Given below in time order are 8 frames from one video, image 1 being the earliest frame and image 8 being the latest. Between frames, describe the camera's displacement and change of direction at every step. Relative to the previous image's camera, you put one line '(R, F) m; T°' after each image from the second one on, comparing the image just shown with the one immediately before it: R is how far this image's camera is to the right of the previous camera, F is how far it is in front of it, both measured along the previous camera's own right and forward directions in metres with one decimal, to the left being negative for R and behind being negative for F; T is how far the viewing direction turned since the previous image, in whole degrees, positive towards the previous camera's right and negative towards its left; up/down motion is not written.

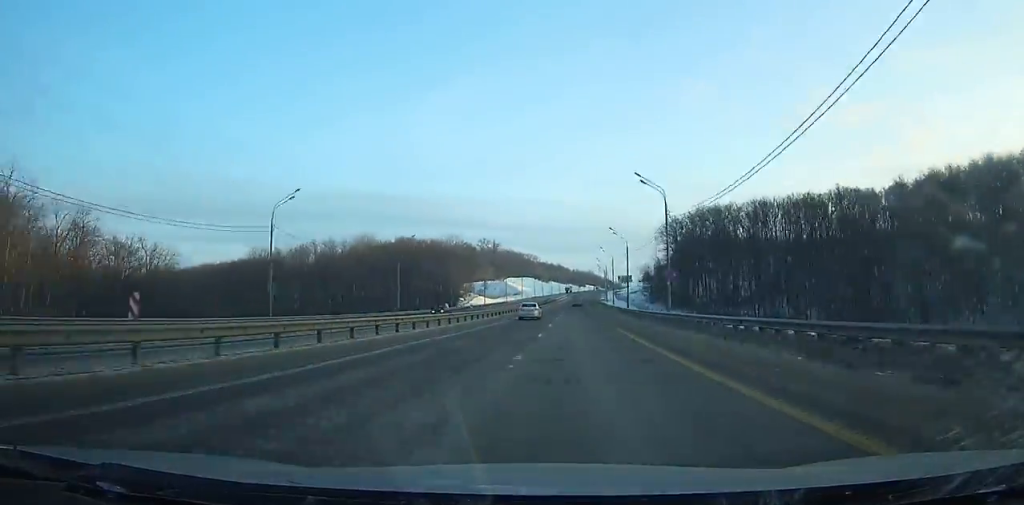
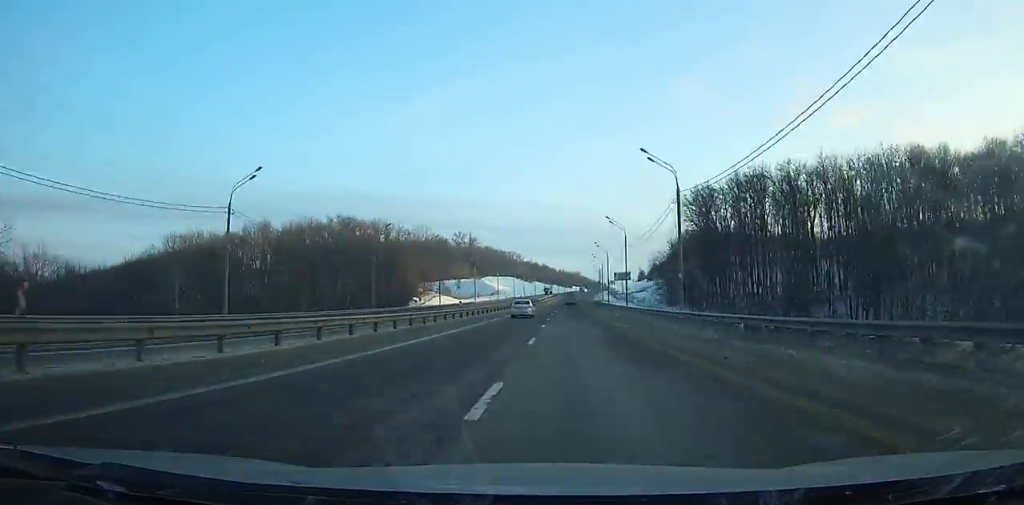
(+0.2, +40.8) m; +1°
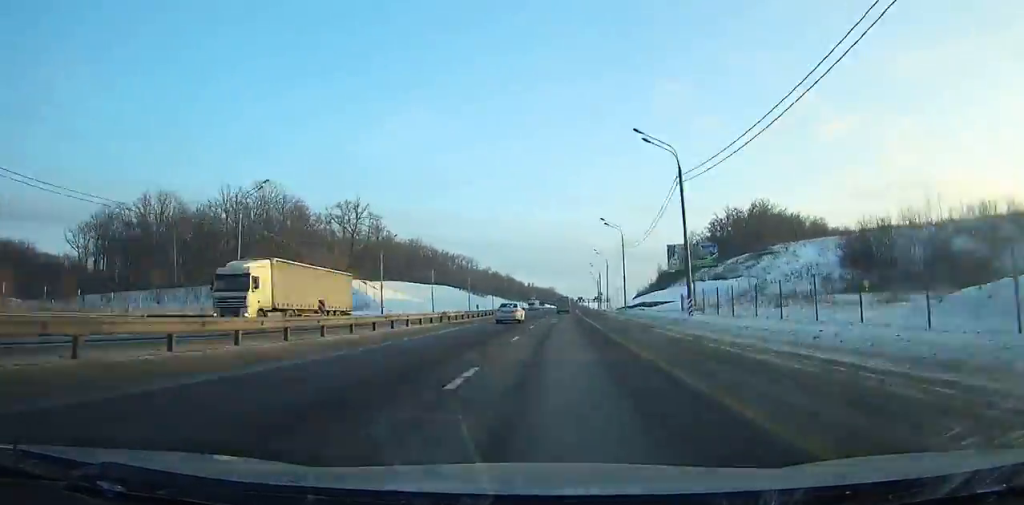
(+3.4, +139.3) m; +3°
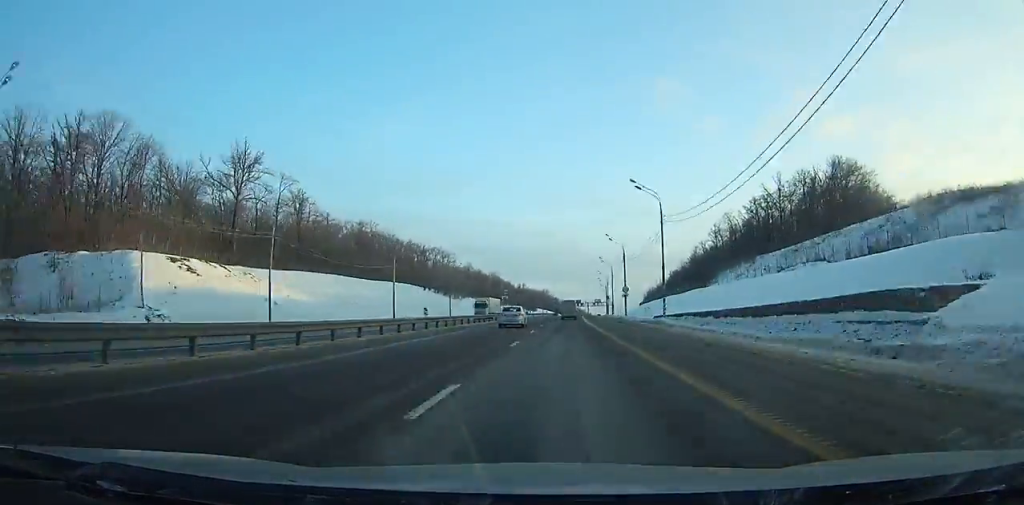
(+0.4, +61.1) m; +1°
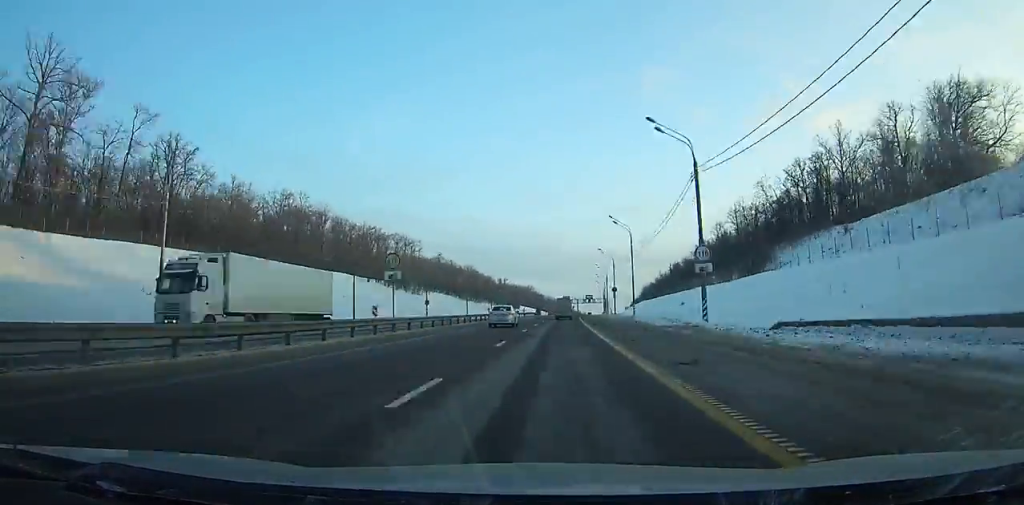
(+0.4, +47.4) m; +1°
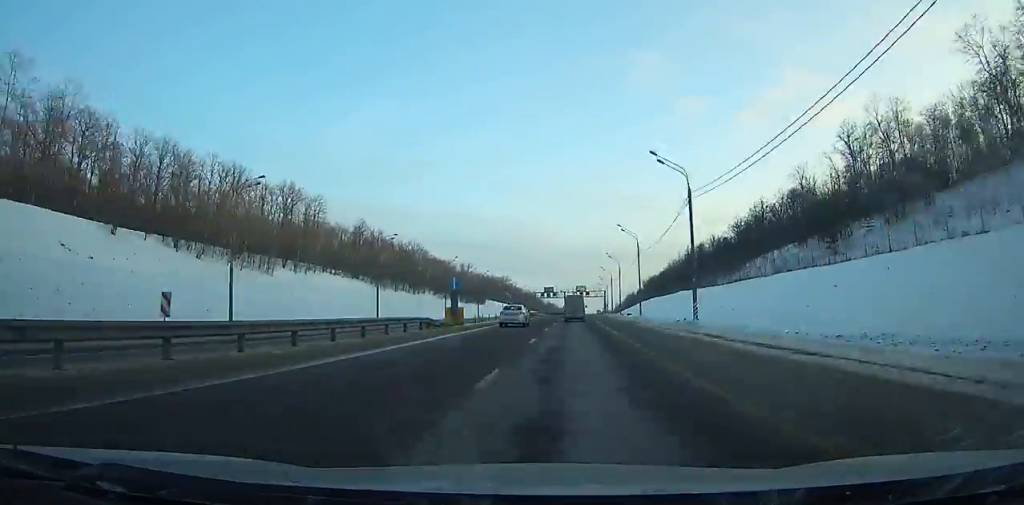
(+1.4, +92.8) m; +2°
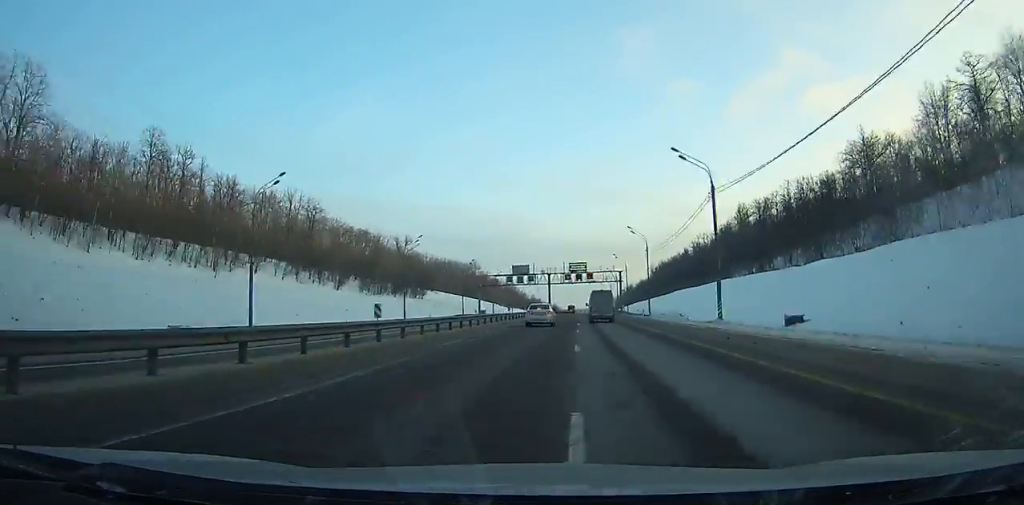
(+1.6, +98.5) m; +2°
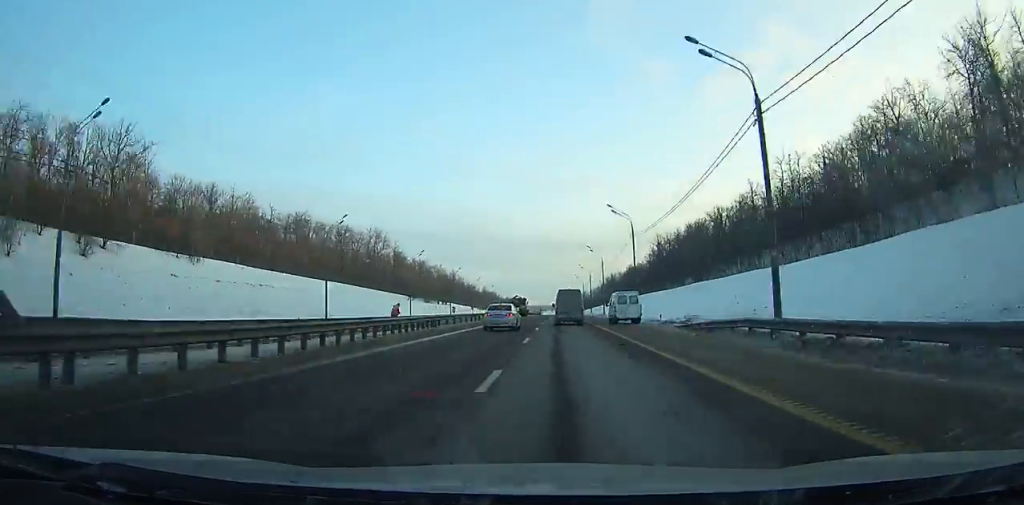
(+2.6, +125.7) m; +1°
